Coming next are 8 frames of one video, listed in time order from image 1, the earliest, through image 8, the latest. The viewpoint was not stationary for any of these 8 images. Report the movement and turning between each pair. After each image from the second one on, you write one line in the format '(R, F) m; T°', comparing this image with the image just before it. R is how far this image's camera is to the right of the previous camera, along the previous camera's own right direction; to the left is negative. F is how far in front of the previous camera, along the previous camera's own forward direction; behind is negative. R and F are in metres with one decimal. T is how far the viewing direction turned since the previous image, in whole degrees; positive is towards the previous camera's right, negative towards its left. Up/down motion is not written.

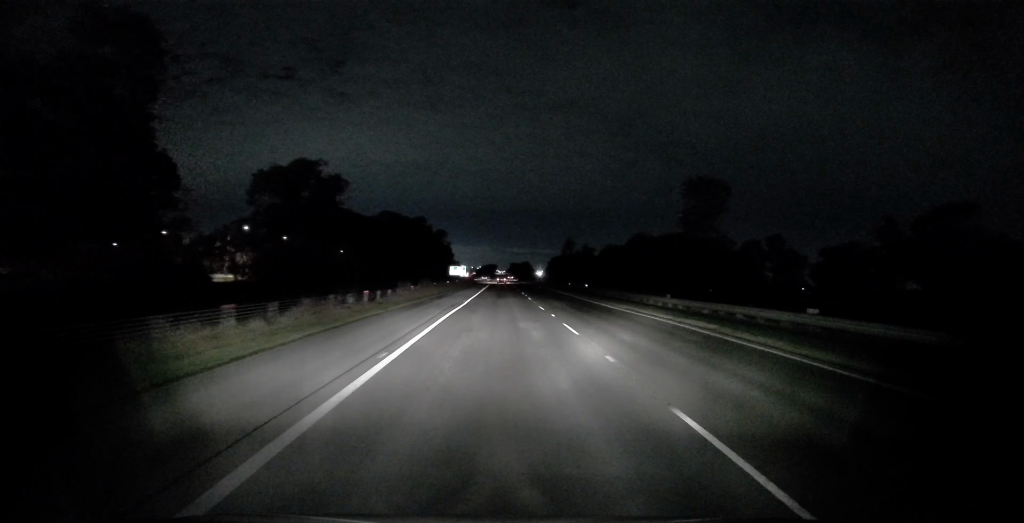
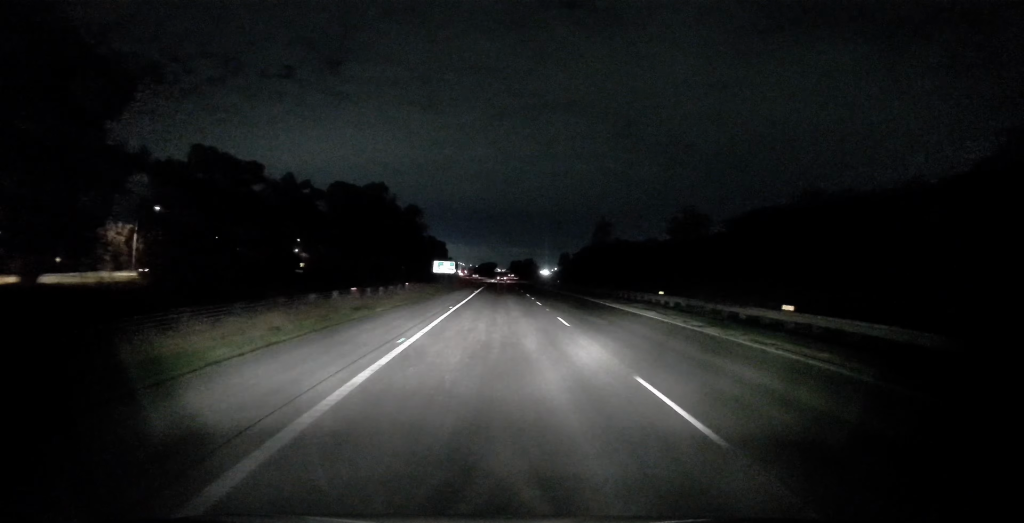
(-0.2, +45.5) m; +1°
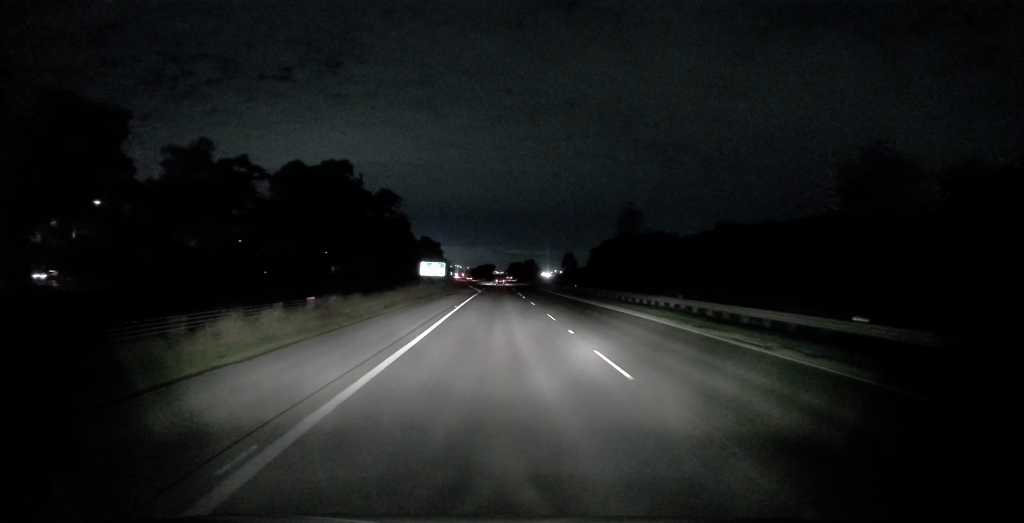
(+0.3, +20.6) m; 0°
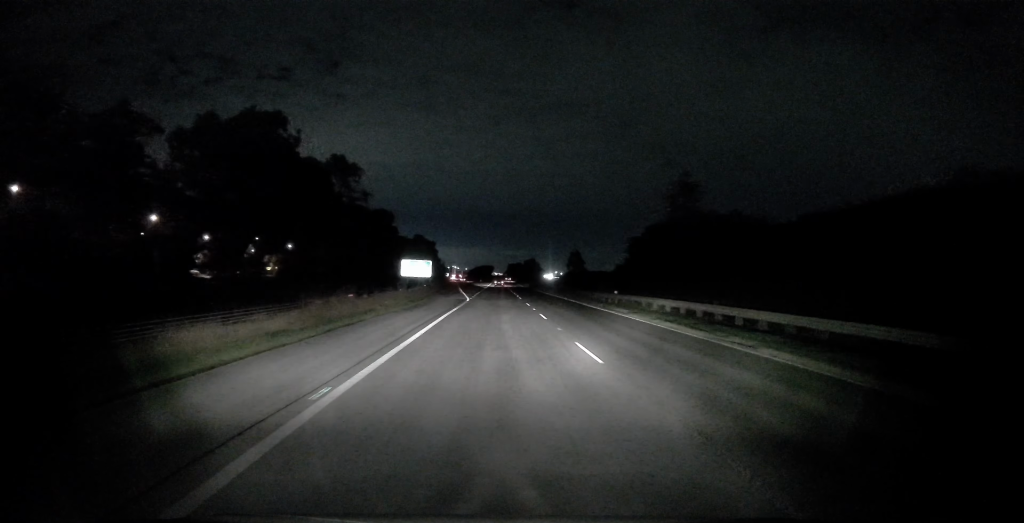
(-0.4, +22.3) m; -1°
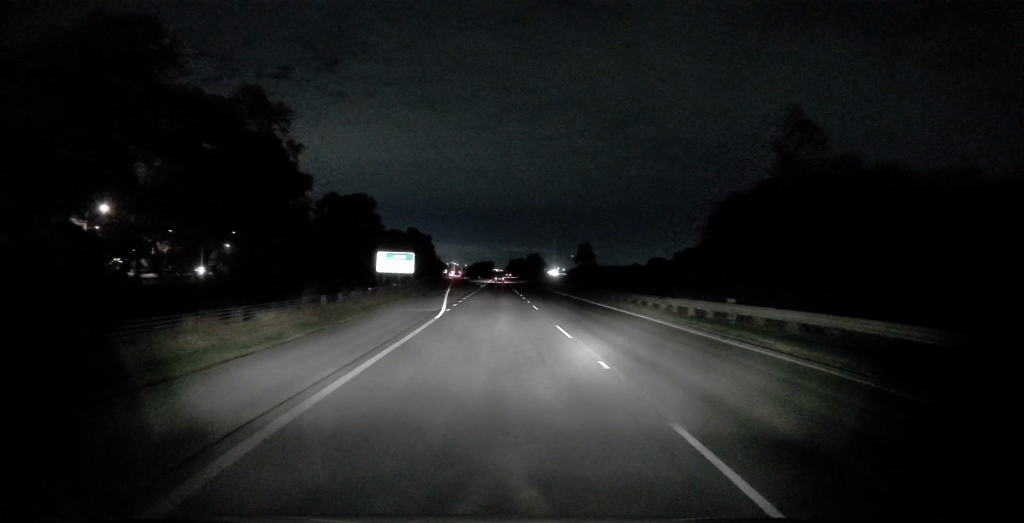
(+0.2, +20.4) m; -2°
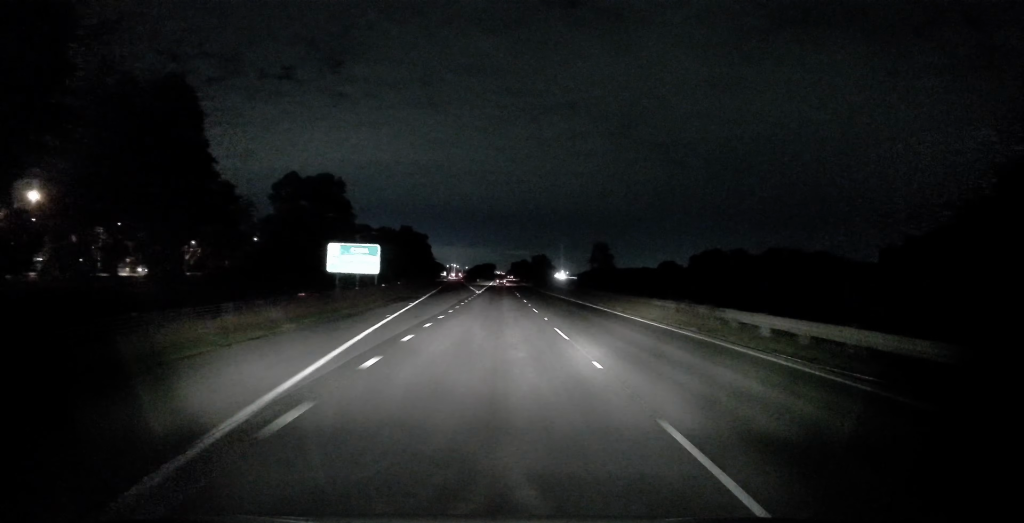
(-0.9, +23.7) m; +2°
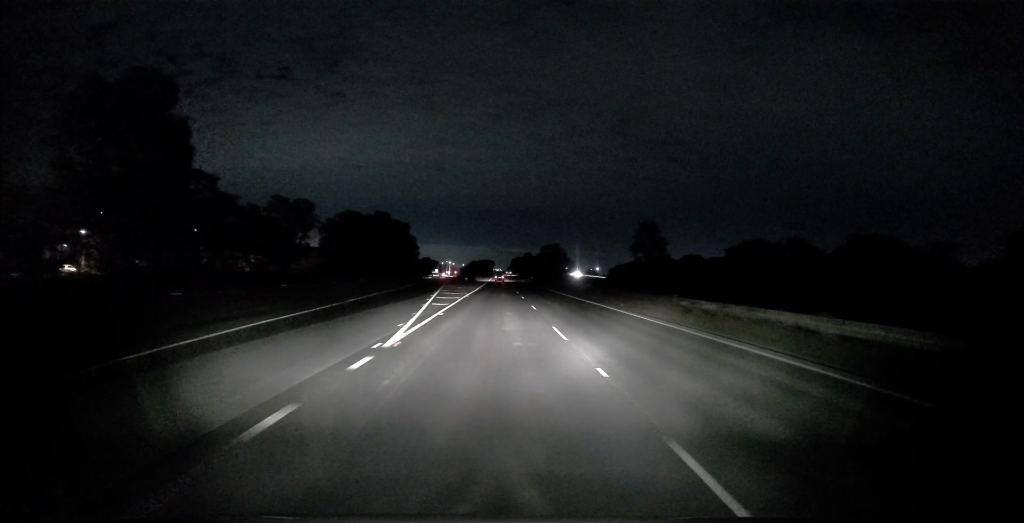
(+2.3, +48.7) m; 0°
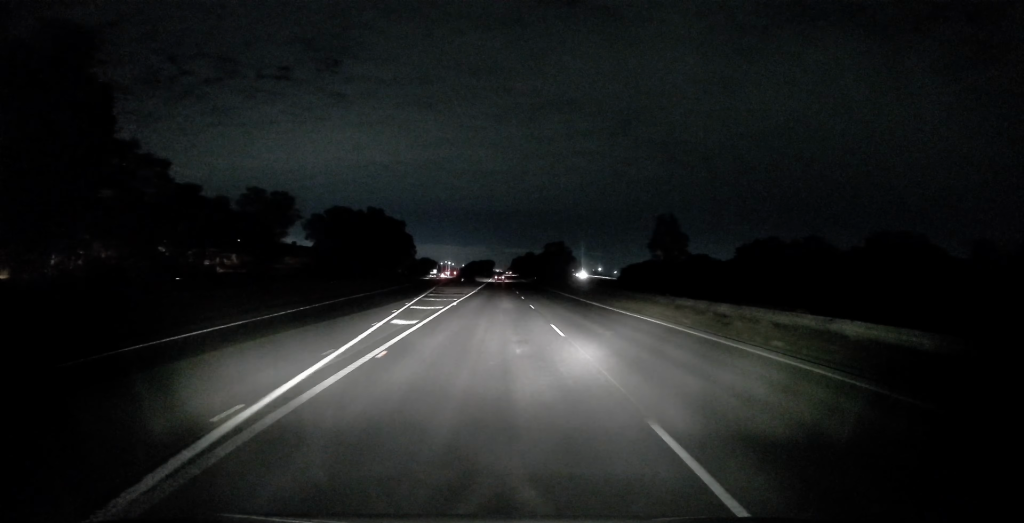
(-0.2, +11.3) m; -2°
